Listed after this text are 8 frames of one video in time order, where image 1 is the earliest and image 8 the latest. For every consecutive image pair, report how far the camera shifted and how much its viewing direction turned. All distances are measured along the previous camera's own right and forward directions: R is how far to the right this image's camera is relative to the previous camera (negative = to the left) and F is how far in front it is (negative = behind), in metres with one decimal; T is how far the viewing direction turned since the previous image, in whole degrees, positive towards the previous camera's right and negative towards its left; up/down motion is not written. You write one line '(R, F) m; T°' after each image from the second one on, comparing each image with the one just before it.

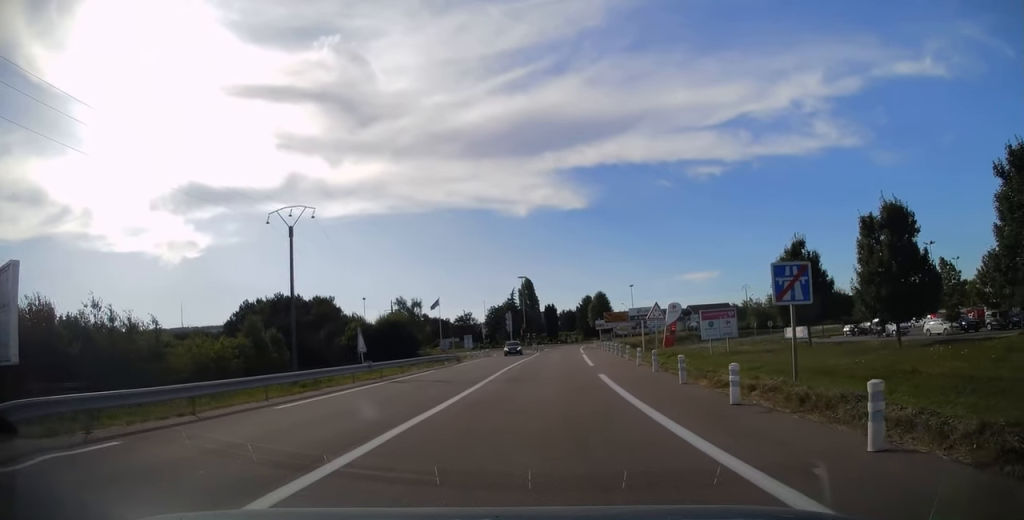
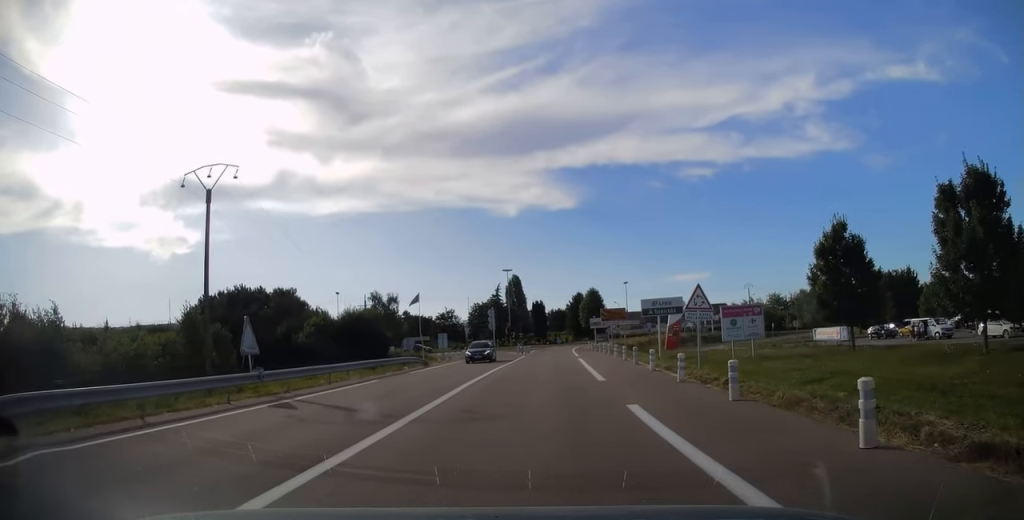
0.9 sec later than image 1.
(0.0, +10.2) m; 0°
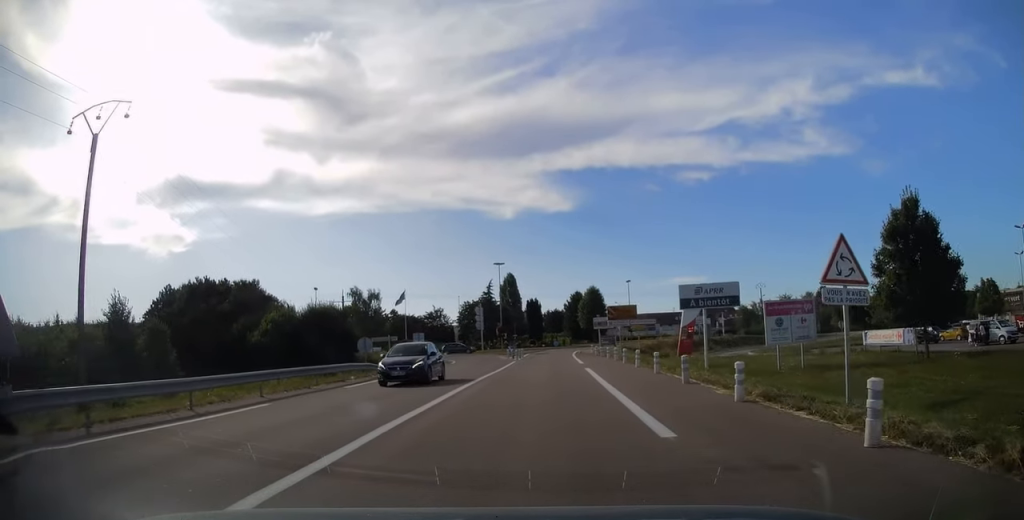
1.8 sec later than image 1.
(0.0, +10.4) m; +1°
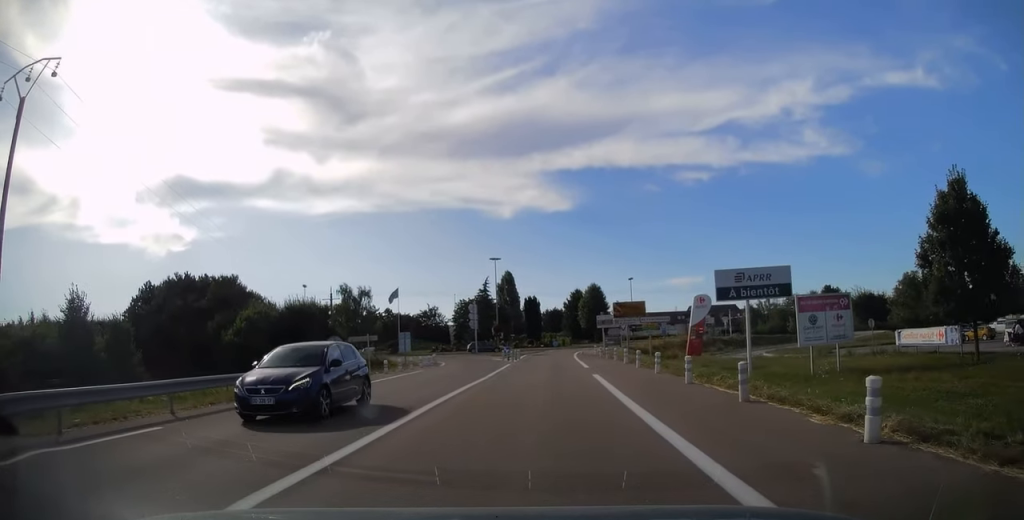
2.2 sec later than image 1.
(0.0, +5.3) m; 0°
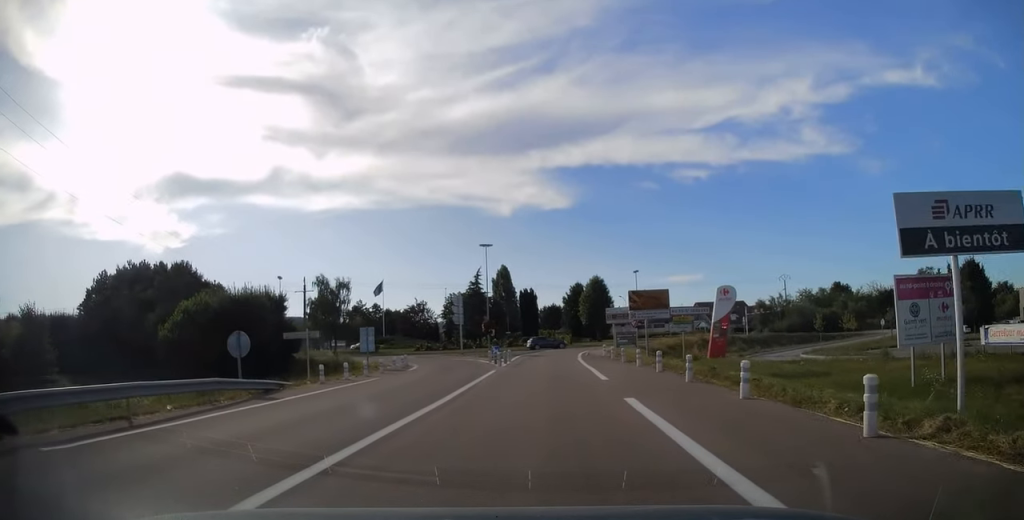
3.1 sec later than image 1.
(+0.1, +11.2) m; +1°
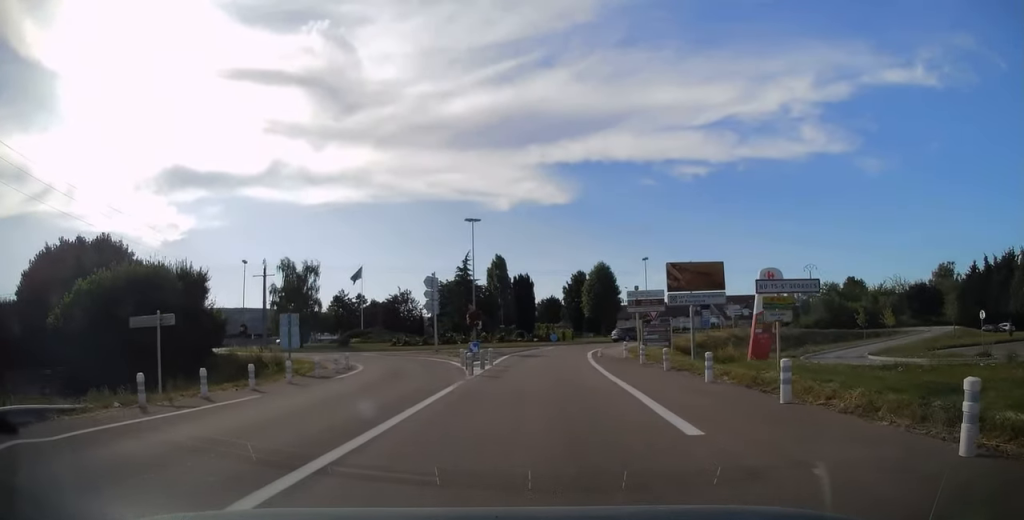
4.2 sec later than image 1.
(+0.1, +15.4) m; +2°
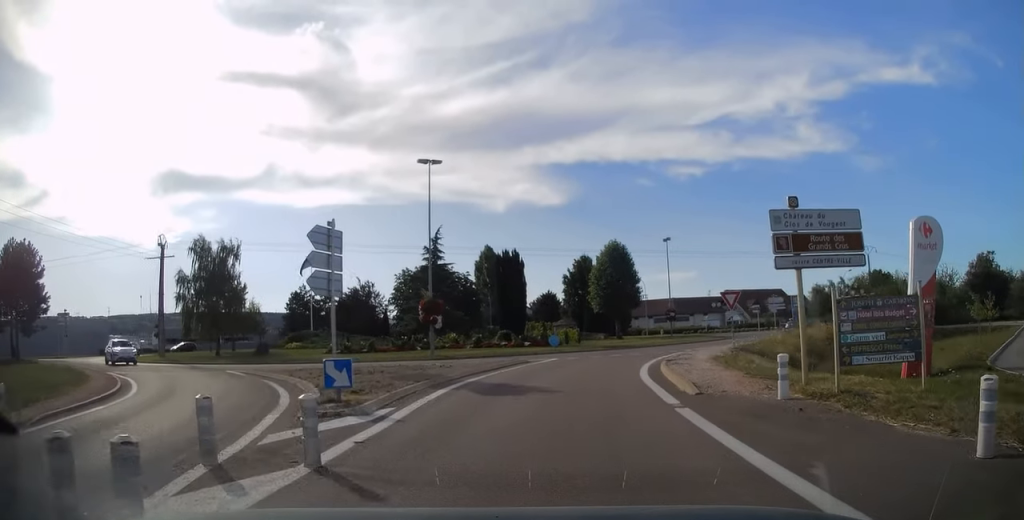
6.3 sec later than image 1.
(+7.3, +33.7) m; +26°
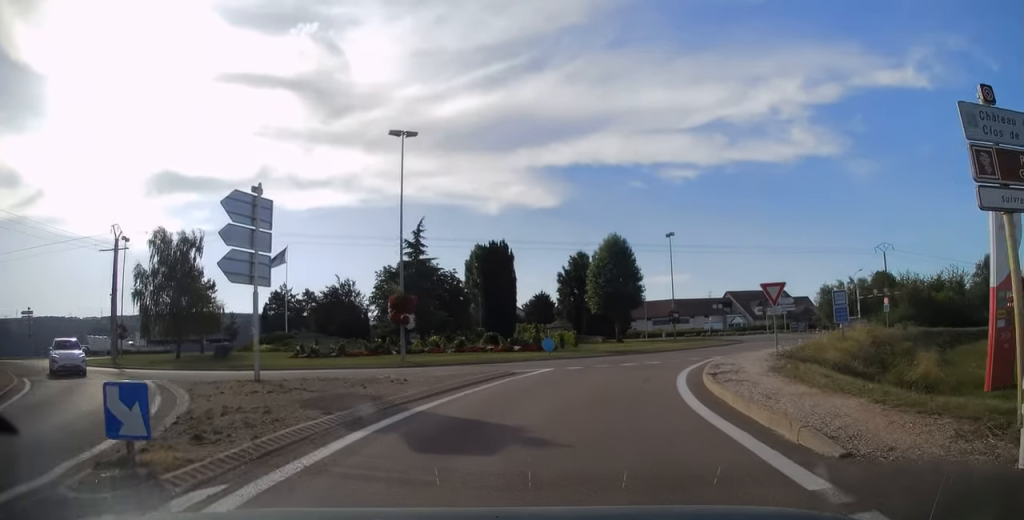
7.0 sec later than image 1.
(+1.3, +16.1) m; +5°
